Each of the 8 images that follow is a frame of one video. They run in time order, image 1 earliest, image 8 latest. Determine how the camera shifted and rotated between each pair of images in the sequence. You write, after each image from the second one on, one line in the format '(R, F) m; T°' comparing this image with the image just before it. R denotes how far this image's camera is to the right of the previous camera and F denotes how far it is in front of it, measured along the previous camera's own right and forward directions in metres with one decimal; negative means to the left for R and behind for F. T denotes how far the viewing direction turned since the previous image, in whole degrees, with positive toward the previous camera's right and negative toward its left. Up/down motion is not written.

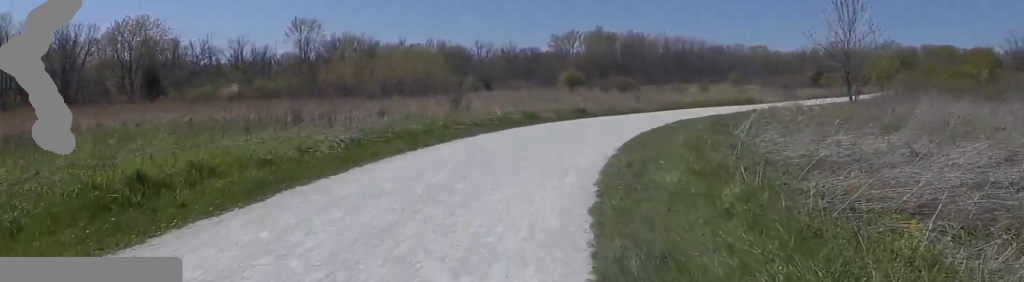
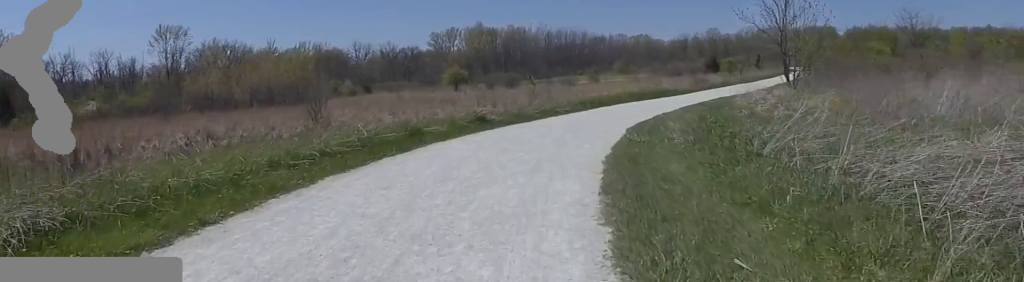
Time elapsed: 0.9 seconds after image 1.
(+0.2, +5.4) m; +8°
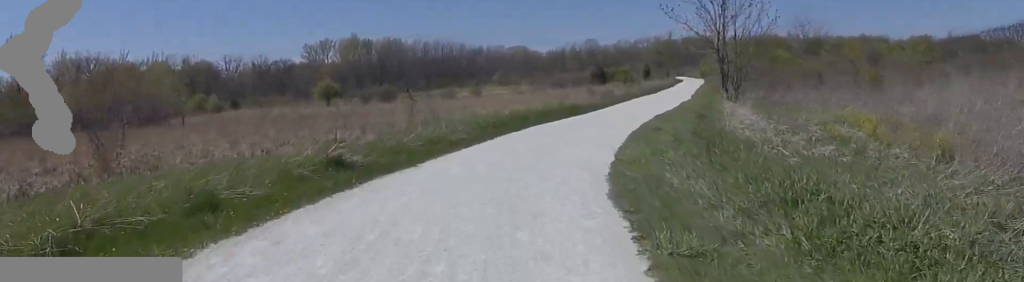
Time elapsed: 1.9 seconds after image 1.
(+0.6, +5.7) m; +16°
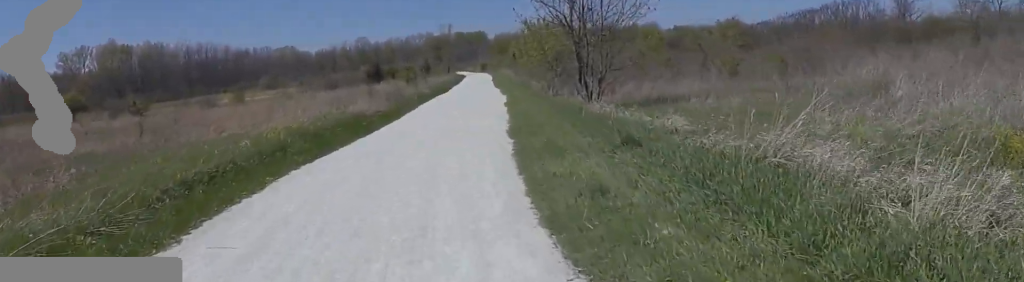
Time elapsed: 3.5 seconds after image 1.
(+0.6, +8.0) m; 0°
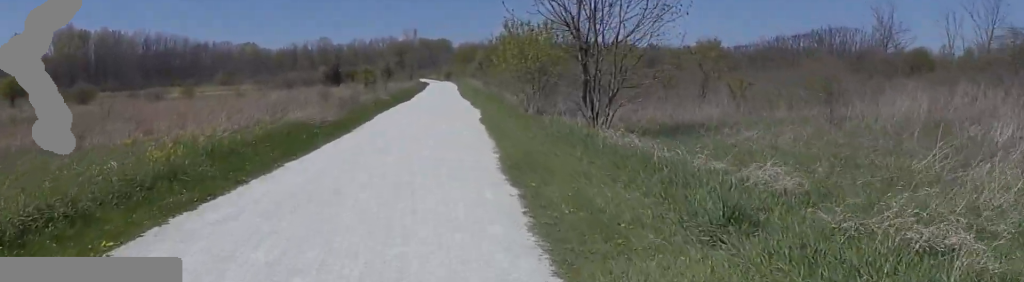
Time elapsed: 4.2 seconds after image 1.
(-0.6, +3.5) m; +1°
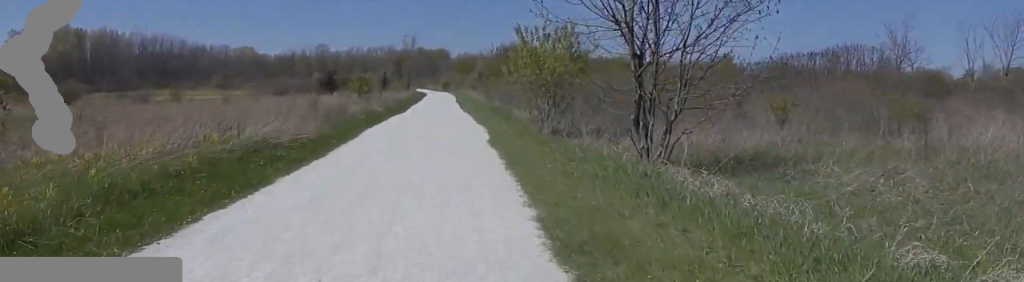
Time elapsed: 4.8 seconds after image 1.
(+0.7, +3.5) m; +8°
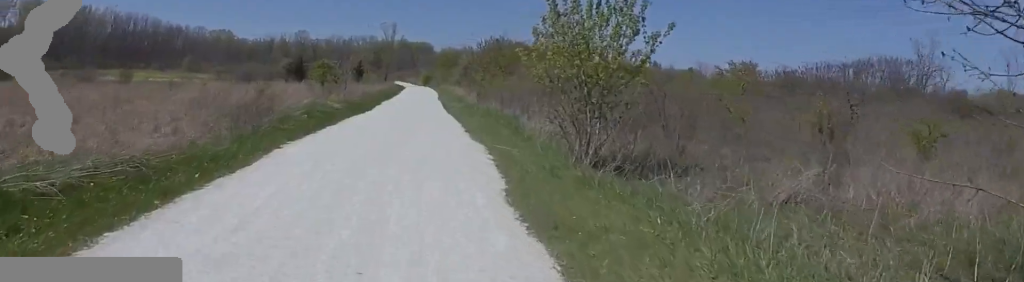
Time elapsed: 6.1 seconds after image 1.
(+0.5, +8.2) m; +4°
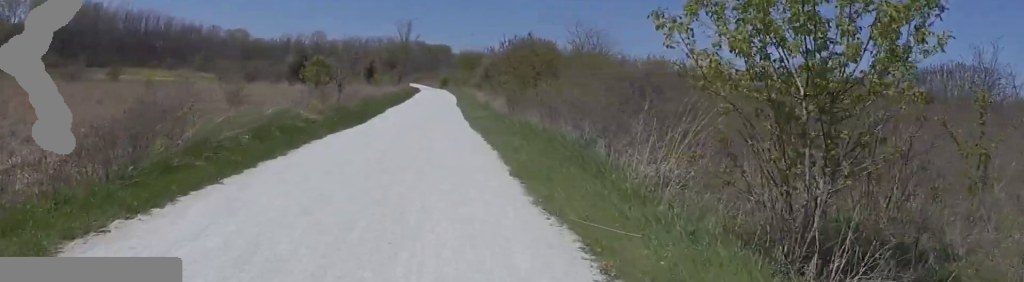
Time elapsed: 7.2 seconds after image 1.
(0.0, +7.9) m; 0°
